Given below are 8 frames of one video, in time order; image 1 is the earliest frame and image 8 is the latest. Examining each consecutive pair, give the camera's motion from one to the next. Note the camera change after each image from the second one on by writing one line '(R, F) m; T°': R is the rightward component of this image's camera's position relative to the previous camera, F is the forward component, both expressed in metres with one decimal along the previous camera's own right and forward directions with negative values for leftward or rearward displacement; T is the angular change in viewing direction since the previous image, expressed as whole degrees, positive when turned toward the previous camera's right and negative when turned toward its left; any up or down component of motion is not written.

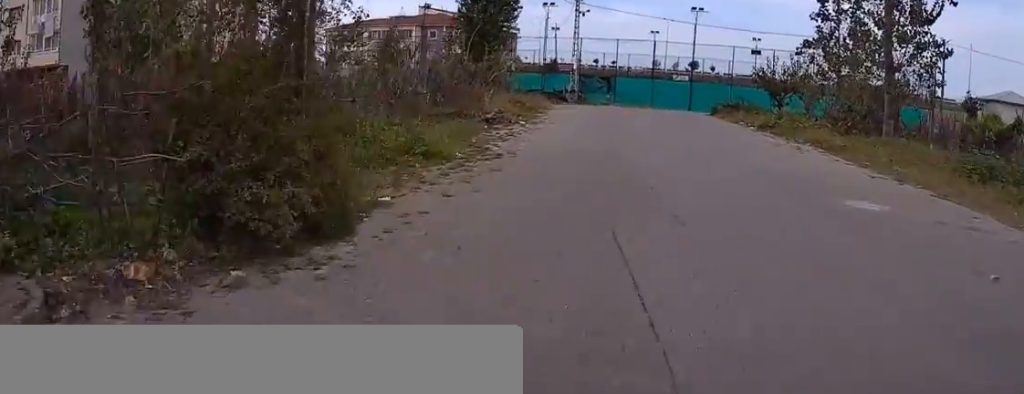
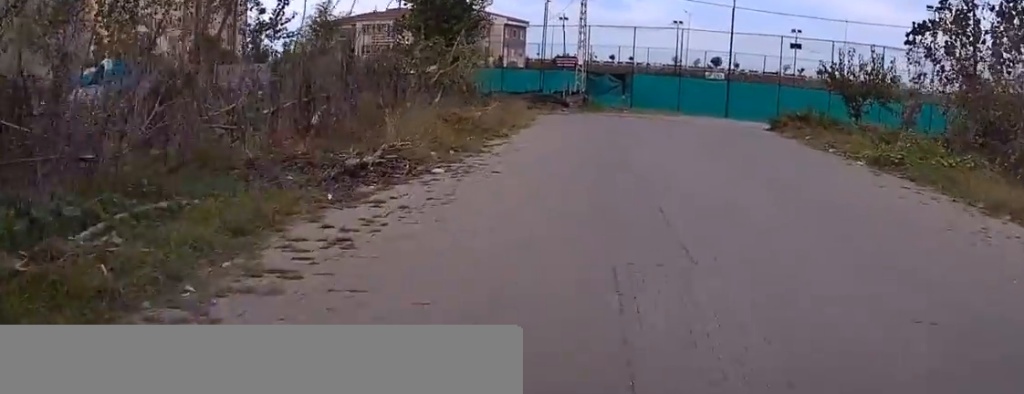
(0.0, +11.8) m; 0°
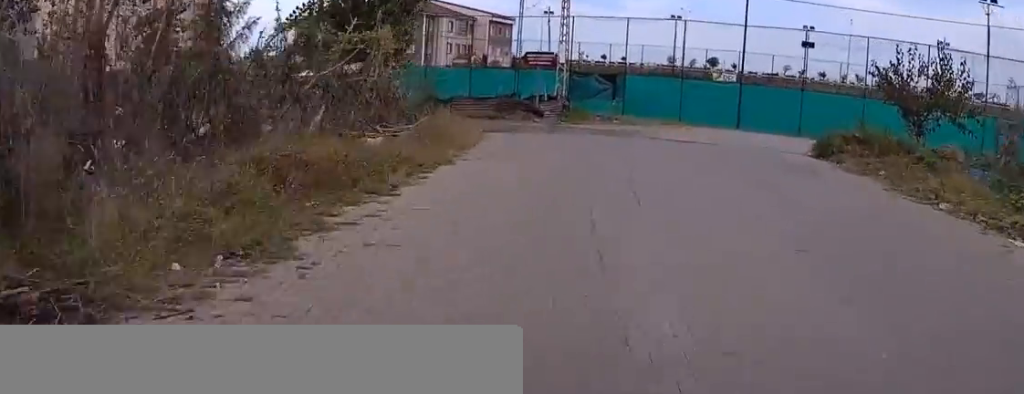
(+0.1, +8.0) m; +5°
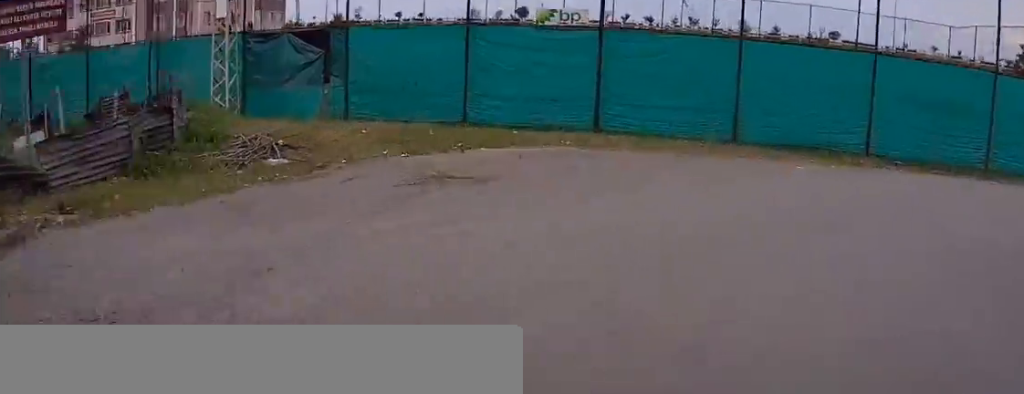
(+4.3, +19.5) m; +36°
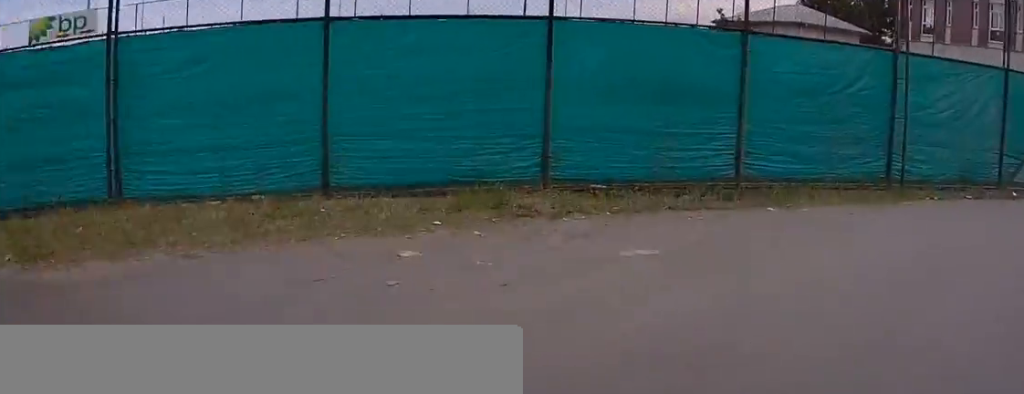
(+0.7, +6.1) m; +17°
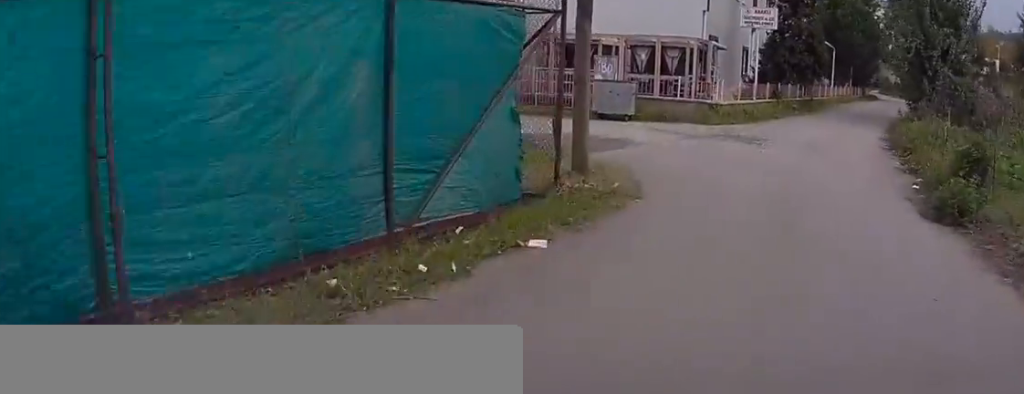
(+1.9, +7.7) m; +18°
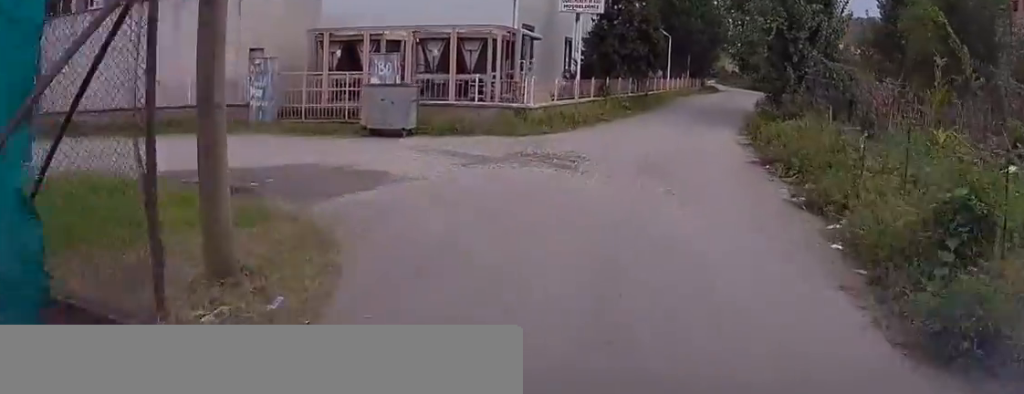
(+0.4, +4.7) m; -4°
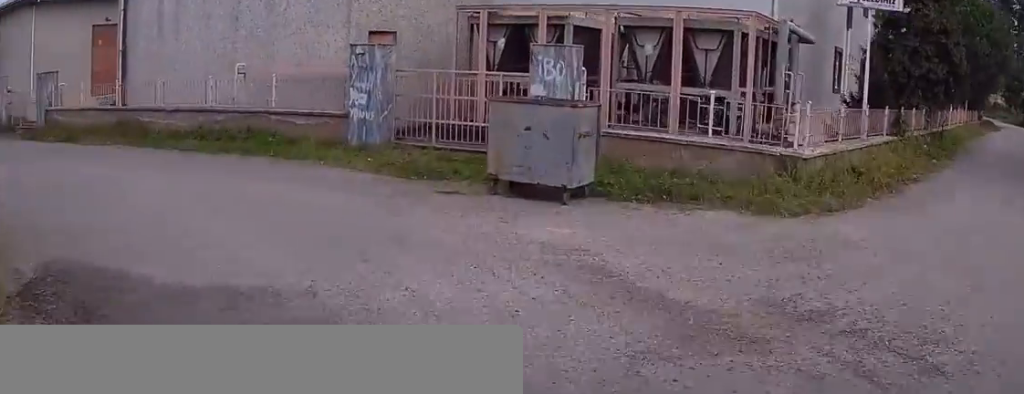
(-0.2, +7.2) m; -14°
